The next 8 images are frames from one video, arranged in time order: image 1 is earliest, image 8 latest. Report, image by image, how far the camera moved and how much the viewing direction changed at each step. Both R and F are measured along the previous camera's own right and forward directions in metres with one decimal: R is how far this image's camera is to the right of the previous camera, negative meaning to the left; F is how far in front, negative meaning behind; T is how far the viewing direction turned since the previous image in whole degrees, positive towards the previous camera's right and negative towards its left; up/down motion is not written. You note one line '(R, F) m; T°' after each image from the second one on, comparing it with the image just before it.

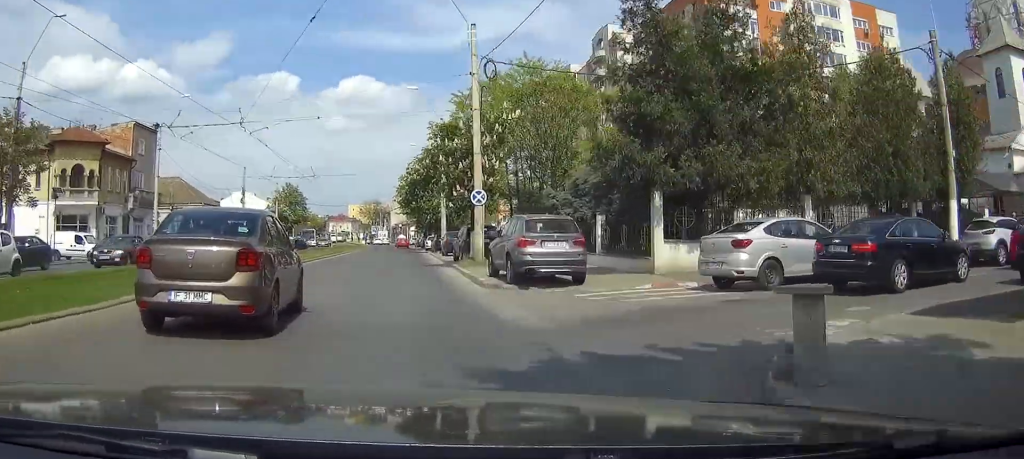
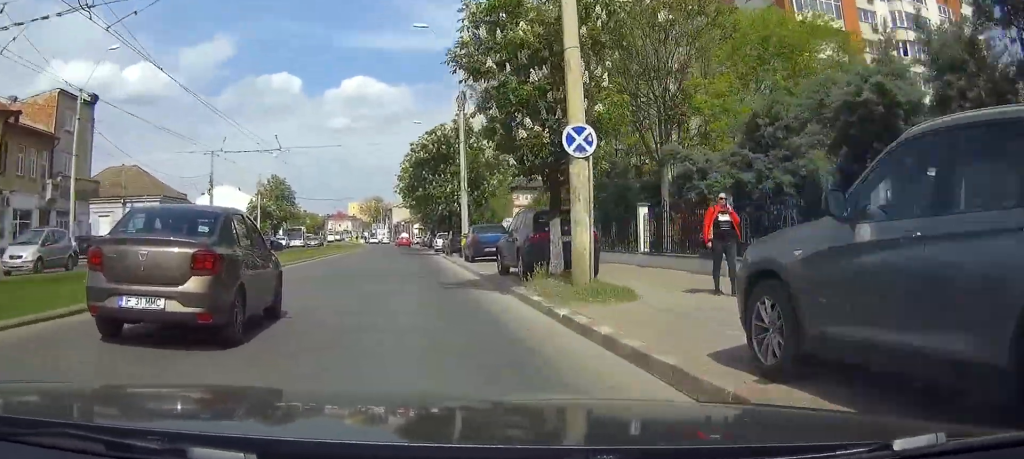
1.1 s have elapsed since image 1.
(0.0, +15.6) m; 0°
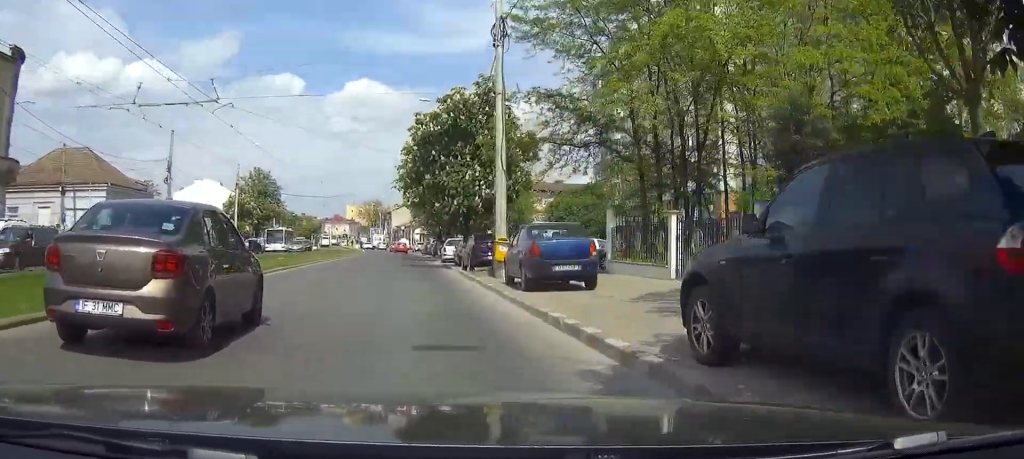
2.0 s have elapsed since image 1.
(-0.1, +13.3) m; -1°
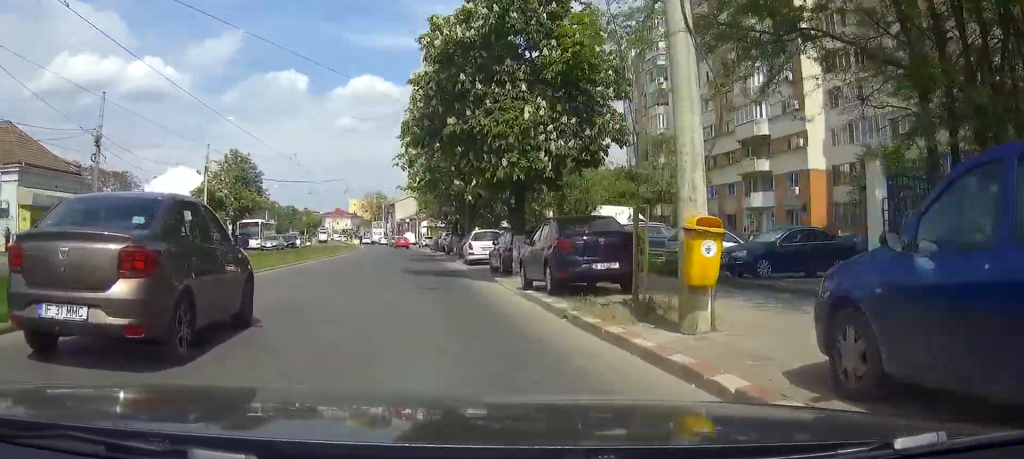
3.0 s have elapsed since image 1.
(-0.2, +14.5) m; 0°
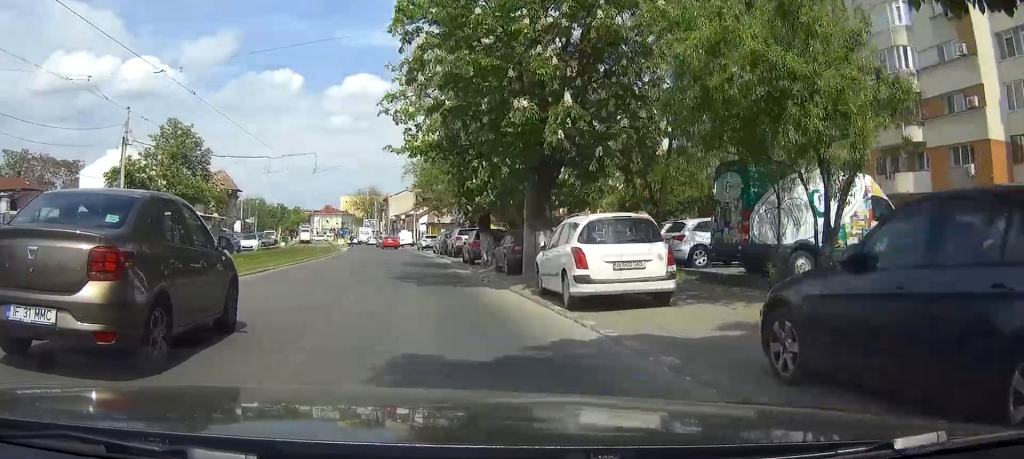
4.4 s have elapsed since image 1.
(+0.2, +19.7) m; +1°
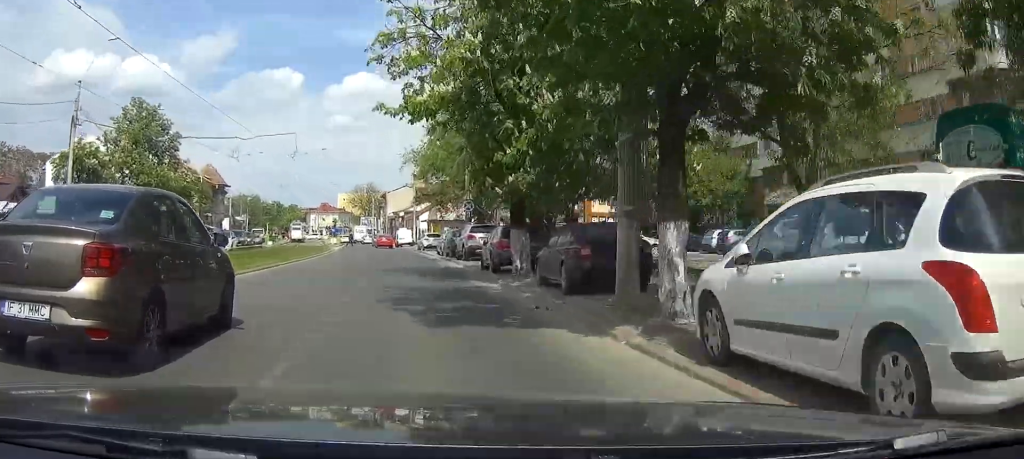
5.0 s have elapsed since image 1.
(0.0, +8.1) m; 0°
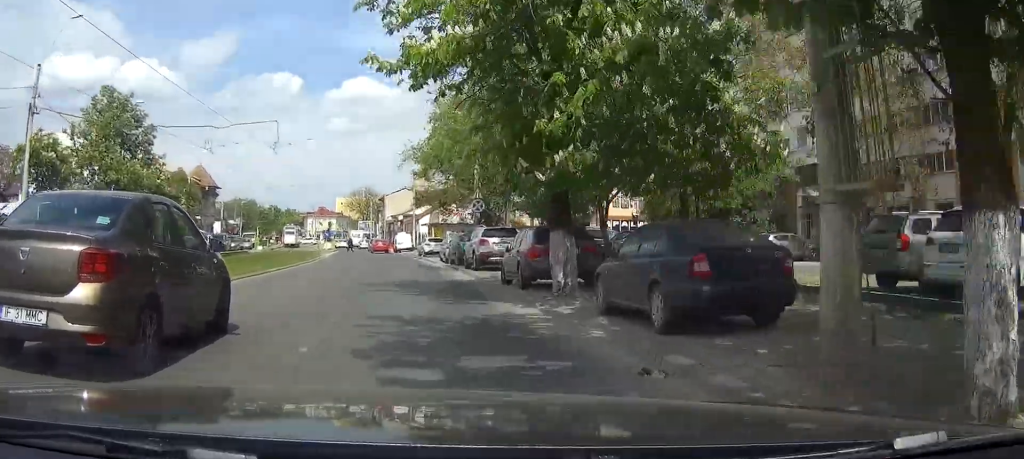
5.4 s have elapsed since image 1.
(0.0, +5.4) m; 0°
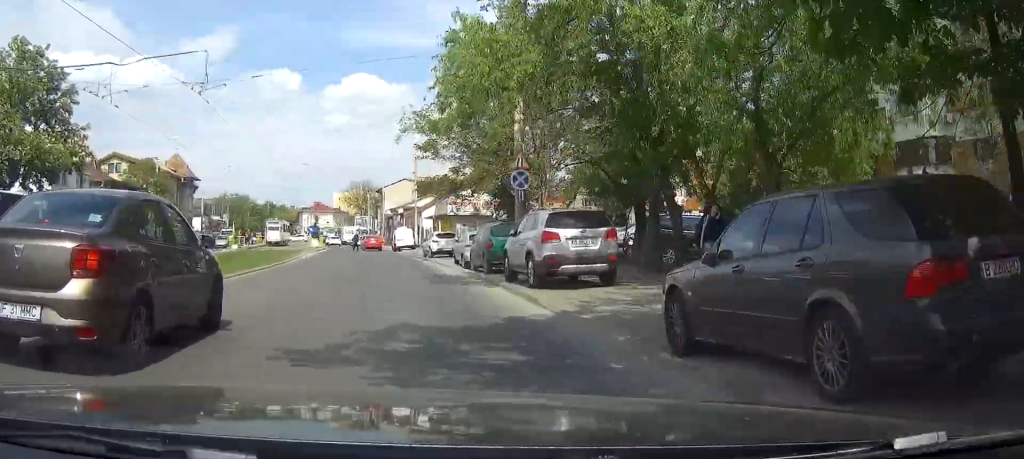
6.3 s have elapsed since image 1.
(0.0, +12.0) m; -1°
